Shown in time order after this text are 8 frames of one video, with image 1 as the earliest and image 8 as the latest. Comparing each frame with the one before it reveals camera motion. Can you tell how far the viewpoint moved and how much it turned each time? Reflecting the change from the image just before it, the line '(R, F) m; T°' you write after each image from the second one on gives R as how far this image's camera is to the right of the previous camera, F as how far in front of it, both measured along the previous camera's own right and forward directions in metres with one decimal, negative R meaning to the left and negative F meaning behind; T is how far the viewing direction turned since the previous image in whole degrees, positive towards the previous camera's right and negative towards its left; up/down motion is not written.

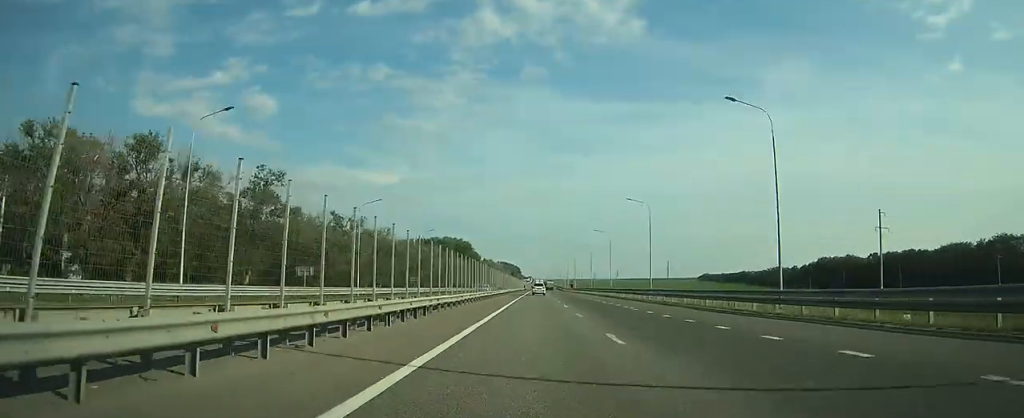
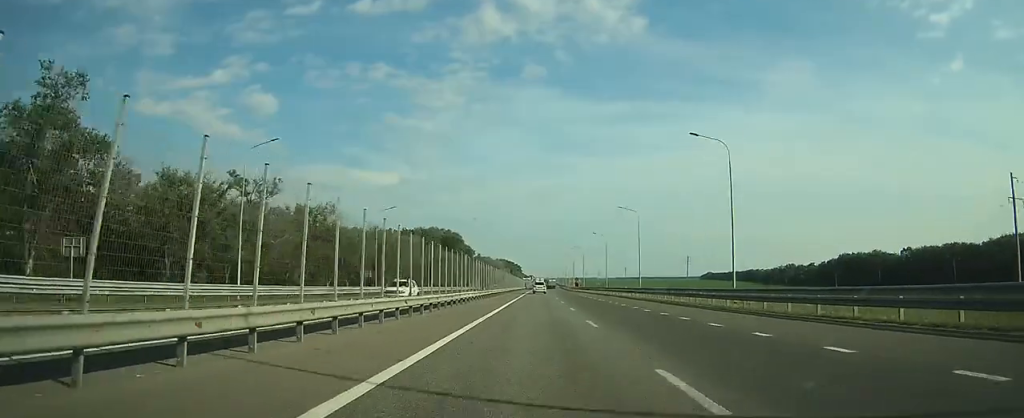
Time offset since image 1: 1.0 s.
(+0.2, +31.6) m; 0°
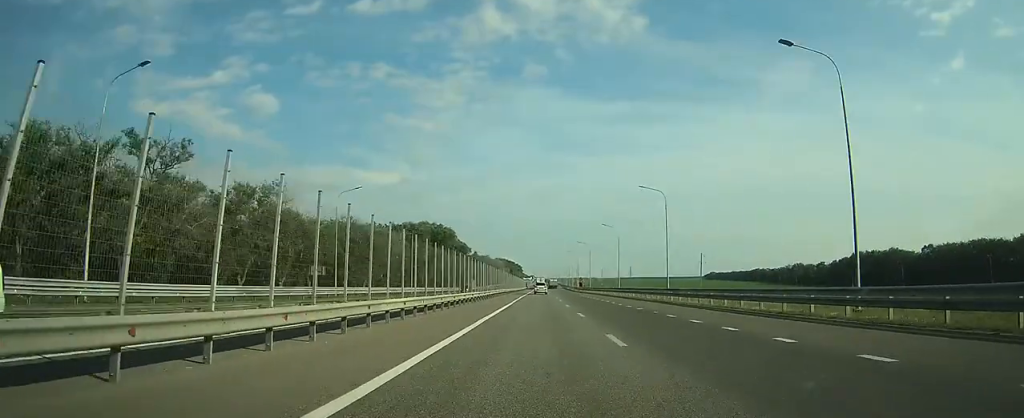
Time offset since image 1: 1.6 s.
(0.0, +17.3) m; 0°
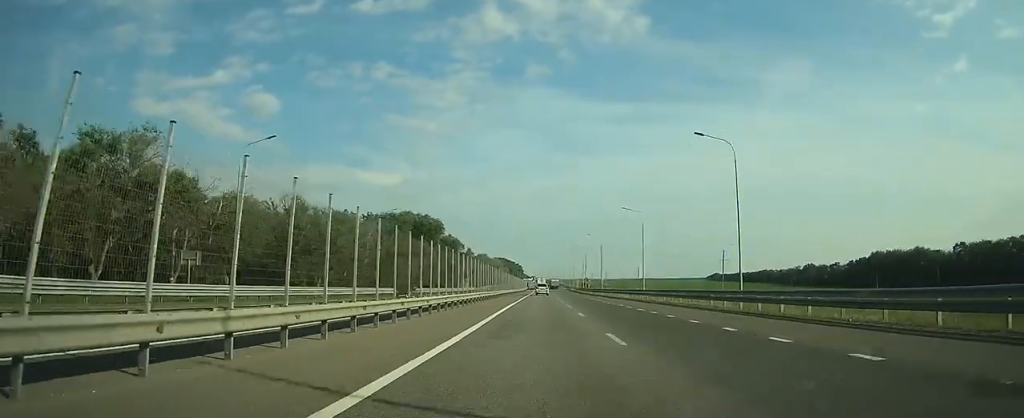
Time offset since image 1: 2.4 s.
(-0.1, +23.4) m; 0°
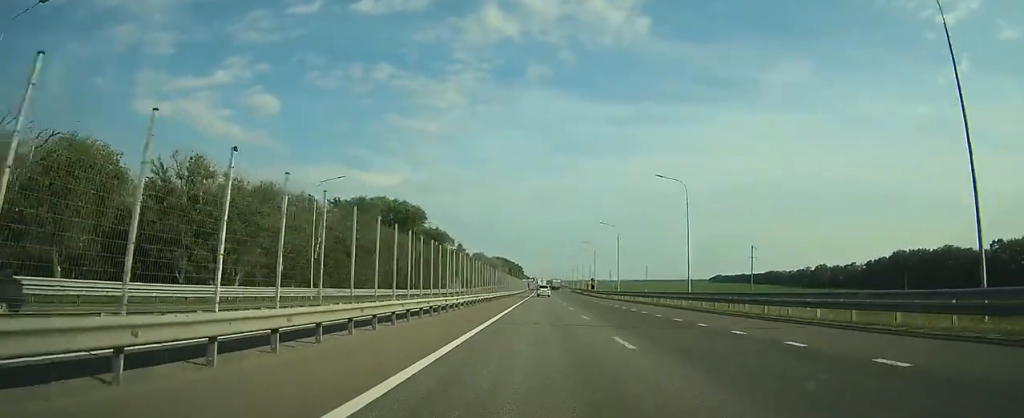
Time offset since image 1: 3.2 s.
(-0.1, +24.5) m; 0°
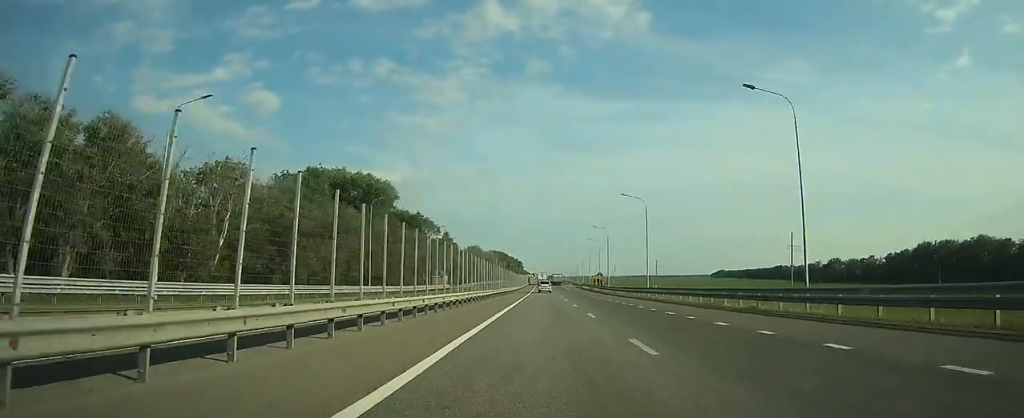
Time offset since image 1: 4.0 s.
(0.0, +25.6) m; 0°
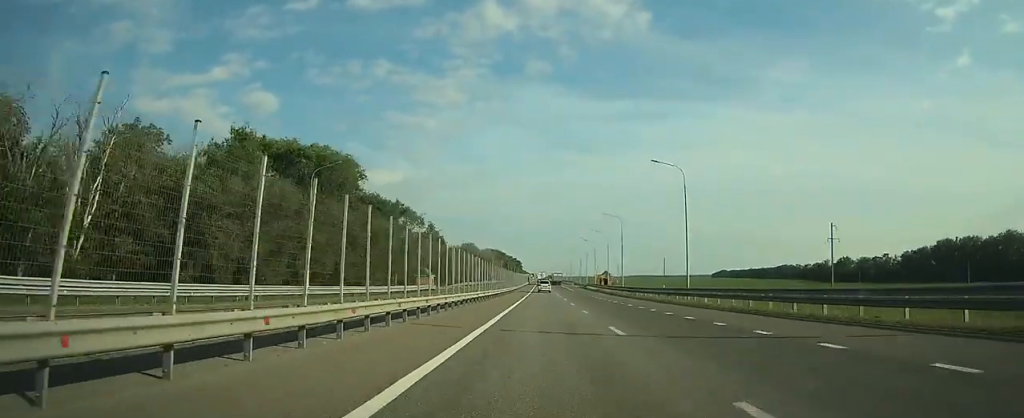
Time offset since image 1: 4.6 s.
(0.0, +19.5) m; 0°
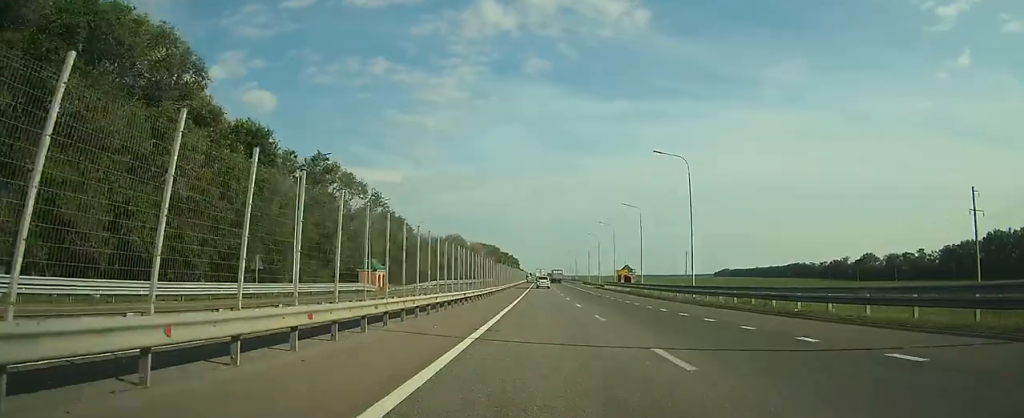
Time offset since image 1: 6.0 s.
(-0.1, +42.4) m; 0°
